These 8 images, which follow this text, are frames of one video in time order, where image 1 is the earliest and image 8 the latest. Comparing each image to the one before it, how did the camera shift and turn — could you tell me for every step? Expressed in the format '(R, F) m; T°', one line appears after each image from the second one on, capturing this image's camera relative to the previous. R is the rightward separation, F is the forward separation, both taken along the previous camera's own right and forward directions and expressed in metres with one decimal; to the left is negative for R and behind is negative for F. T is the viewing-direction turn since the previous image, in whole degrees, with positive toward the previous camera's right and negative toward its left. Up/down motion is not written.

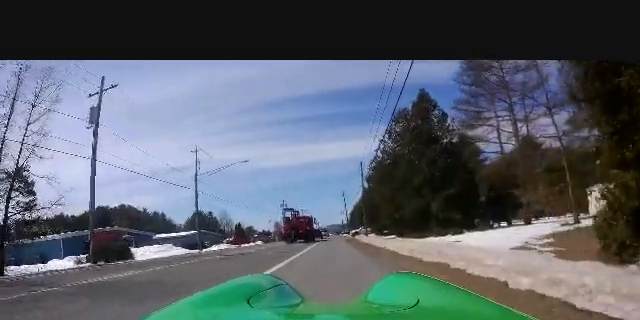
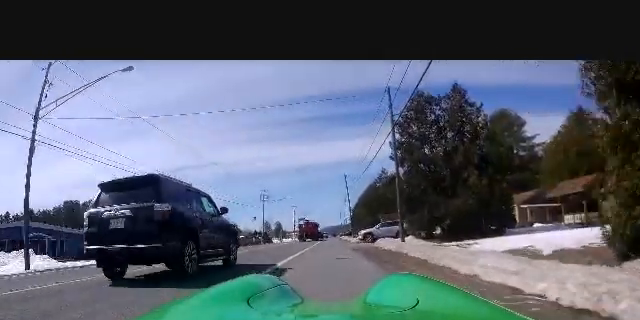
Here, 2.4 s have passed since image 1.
(-0.1, +22.8) m; -2°
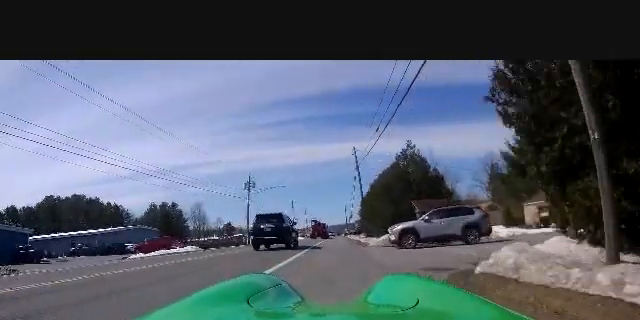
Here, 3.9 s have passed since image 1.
(0.0, +15.0) m; +3°
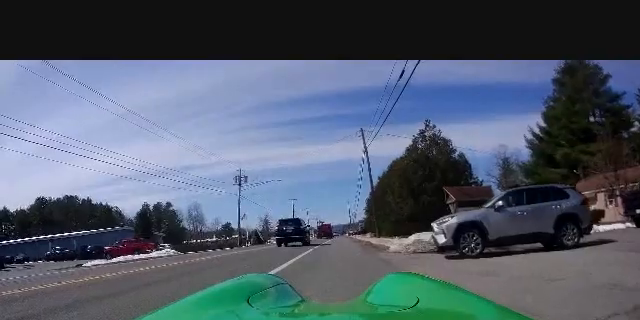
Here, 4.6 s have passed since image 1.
(+0.2, +6.7) m; +1°
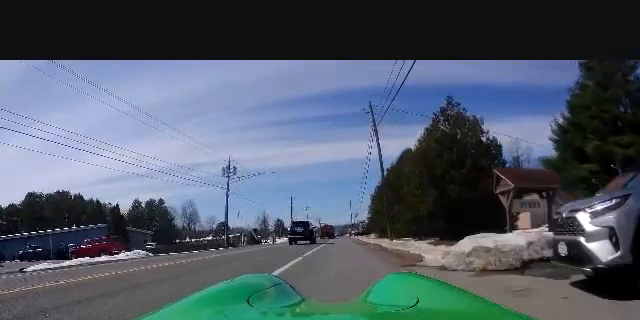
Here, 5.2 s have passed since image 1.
(0.0, +5.7) m; -1°
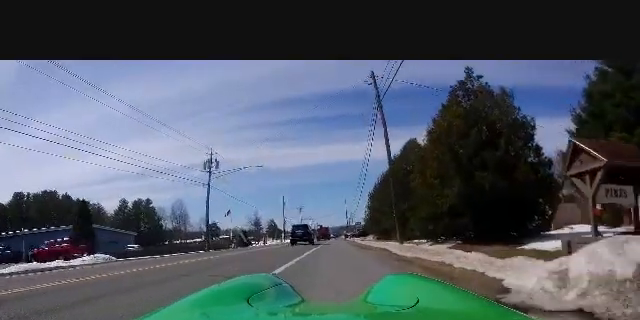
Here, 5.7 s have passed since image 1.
(0.0, +4.7) m; 0°
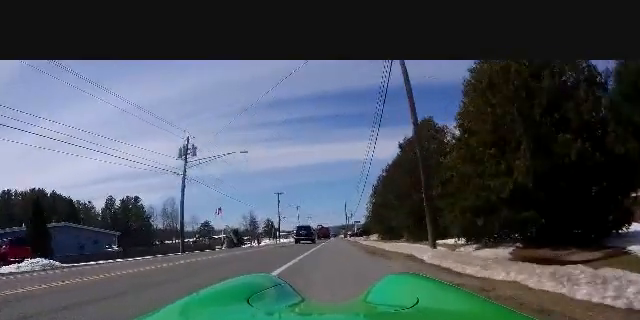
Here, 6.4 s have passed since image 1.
(-0.1, +6.0) m; 0°
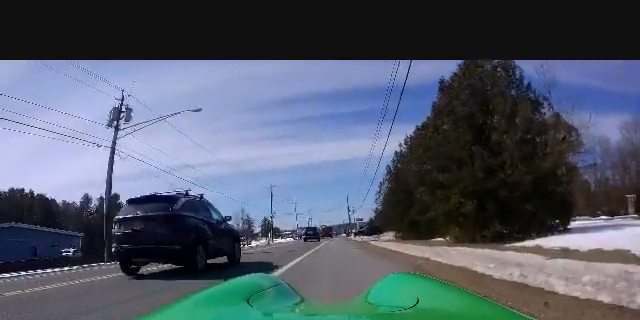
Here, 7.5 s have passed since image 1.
(+0.1, +11.0) m; 0°
